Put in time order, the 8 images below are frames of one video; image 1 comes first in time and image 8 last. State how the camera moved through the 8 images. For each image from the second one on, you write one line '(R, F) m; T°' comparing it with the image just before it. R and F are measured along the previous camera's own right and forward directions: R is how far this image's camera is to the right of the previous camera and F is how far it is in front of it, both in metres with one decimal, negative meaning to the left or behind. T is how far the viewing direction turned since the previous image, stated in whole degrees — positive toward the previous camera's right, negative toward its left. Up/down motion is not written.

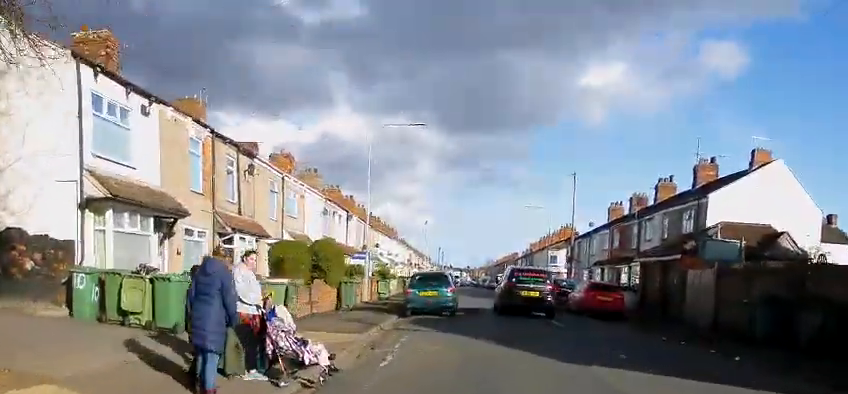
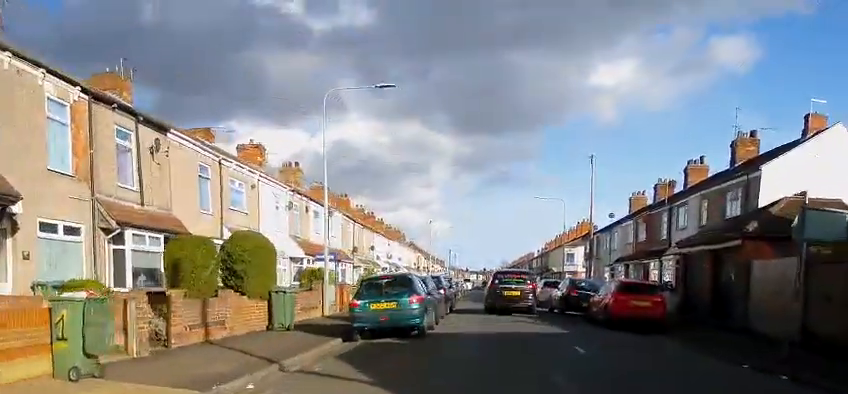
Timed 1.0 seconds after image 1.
(0.0, +7.0) m; 0°
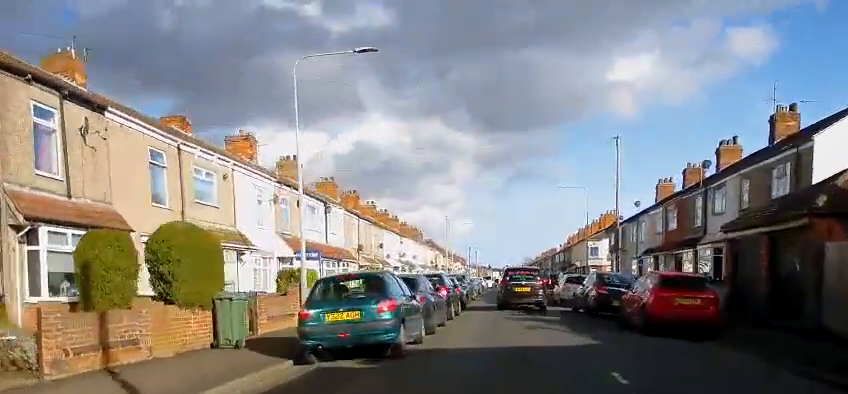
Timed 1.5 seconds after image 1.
(0.0, +3.8) m; 0°
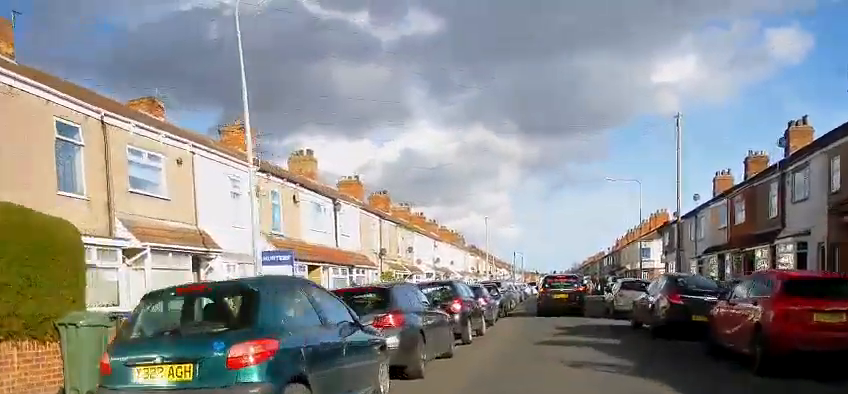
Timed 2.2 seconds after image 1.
(0.0, +5.8) m; 0°
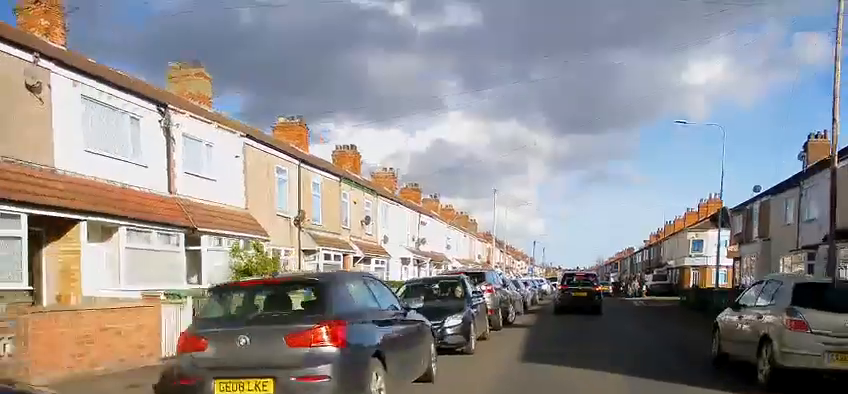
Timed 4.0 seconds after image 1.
(0.0, +15.4) m; 0°
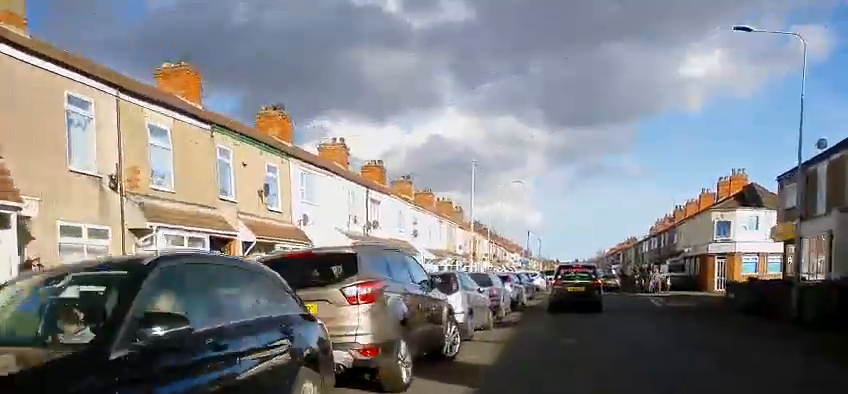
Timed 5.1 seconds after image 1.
(0.0, +9.5) m; 0°
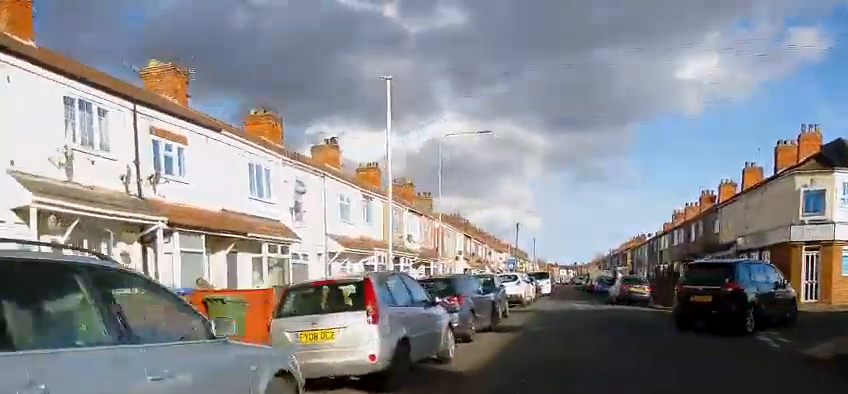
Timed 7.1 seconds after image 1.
(-0.2, +17.6) m; -4°
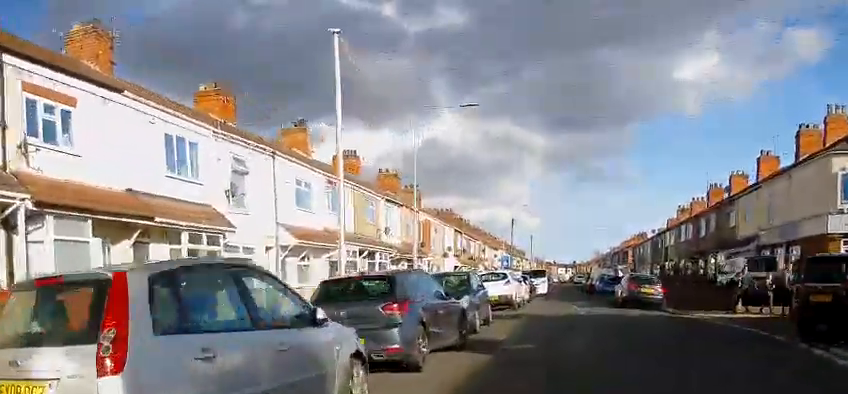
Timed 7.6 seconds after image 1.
(-0.1, +4.6) m; -2°
